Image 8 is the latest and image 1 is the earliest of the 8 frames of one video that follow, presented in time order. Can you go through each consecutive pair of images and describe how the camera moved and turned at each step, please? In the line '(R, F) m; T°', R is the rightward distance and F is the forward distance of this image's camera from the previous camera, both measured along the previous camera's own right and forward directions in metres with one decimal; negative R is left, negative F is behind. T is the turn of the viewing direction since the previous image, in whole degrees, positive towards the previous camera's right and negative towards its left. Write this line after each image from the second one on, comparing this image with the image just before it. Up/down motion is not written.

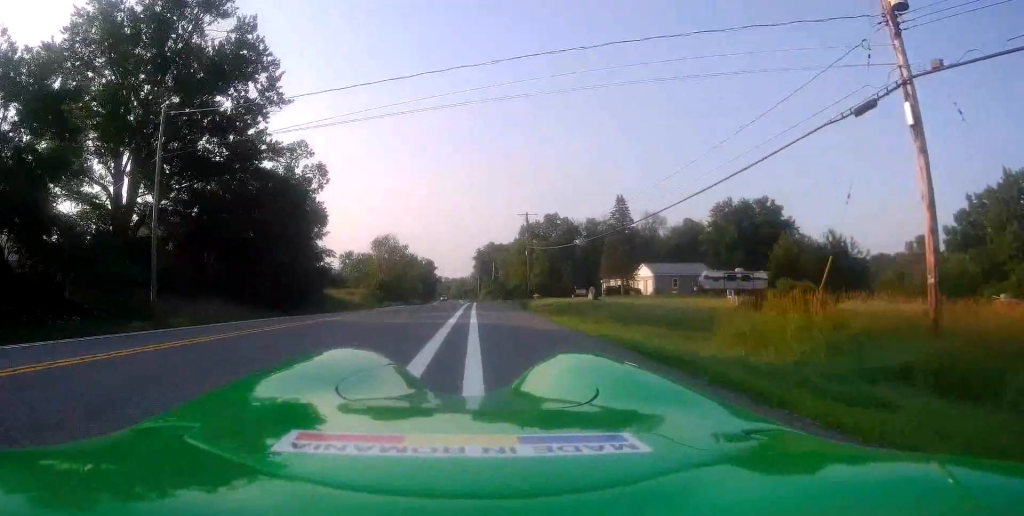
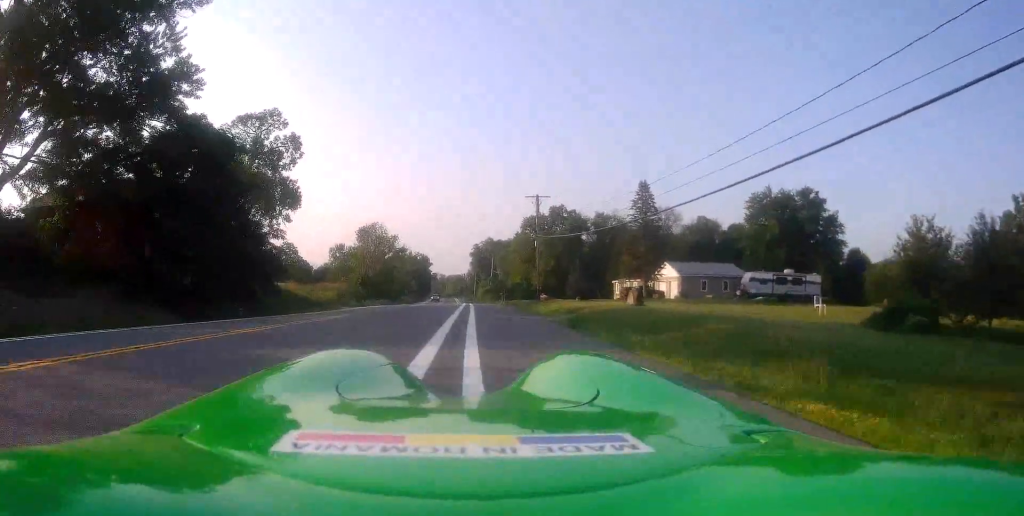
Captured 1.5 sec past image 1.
(0.0, +12.8) m; 0°
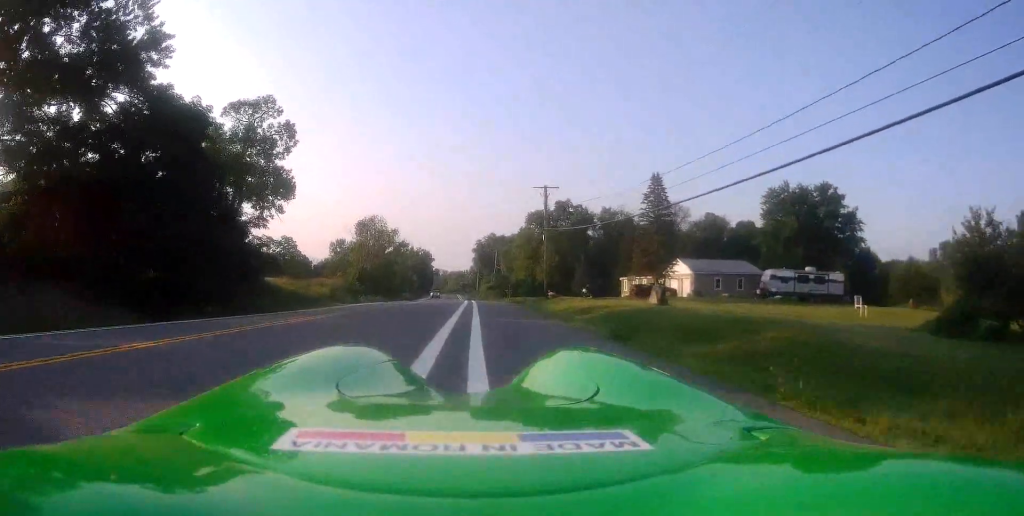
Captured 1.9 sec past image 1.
(0.0, +4.1) m; 0°
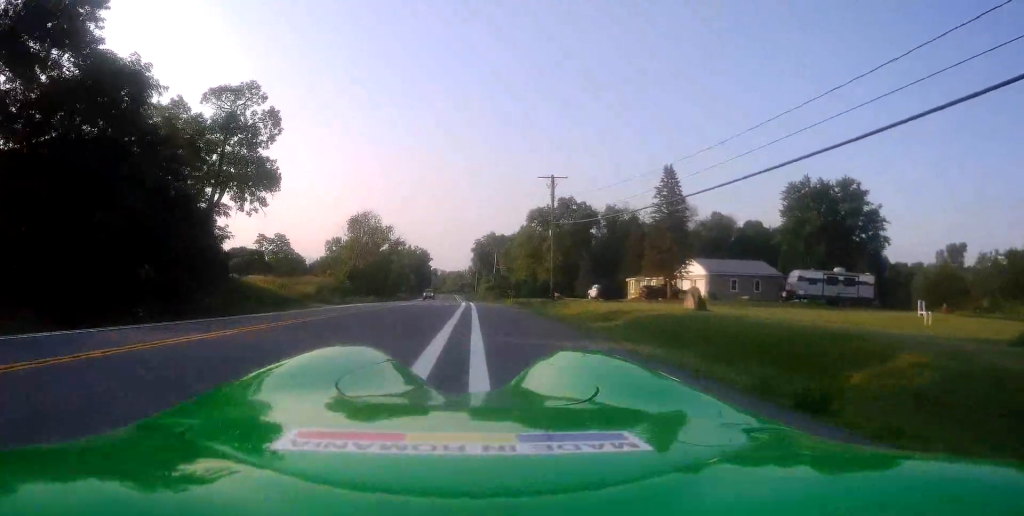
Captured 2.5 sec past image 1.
(0.0, +5.1) m; +1°
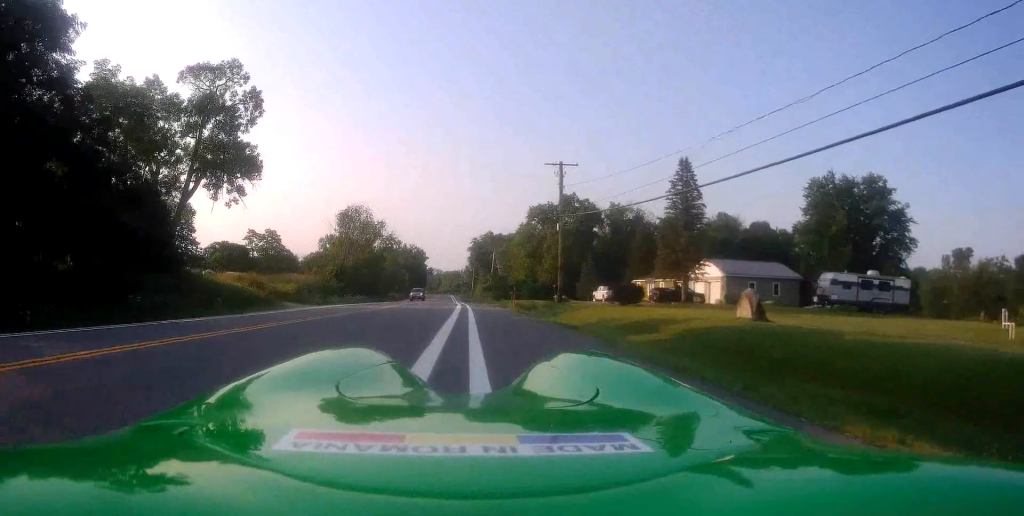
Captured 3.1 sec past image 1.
(0.0, +5.5) m; +1°
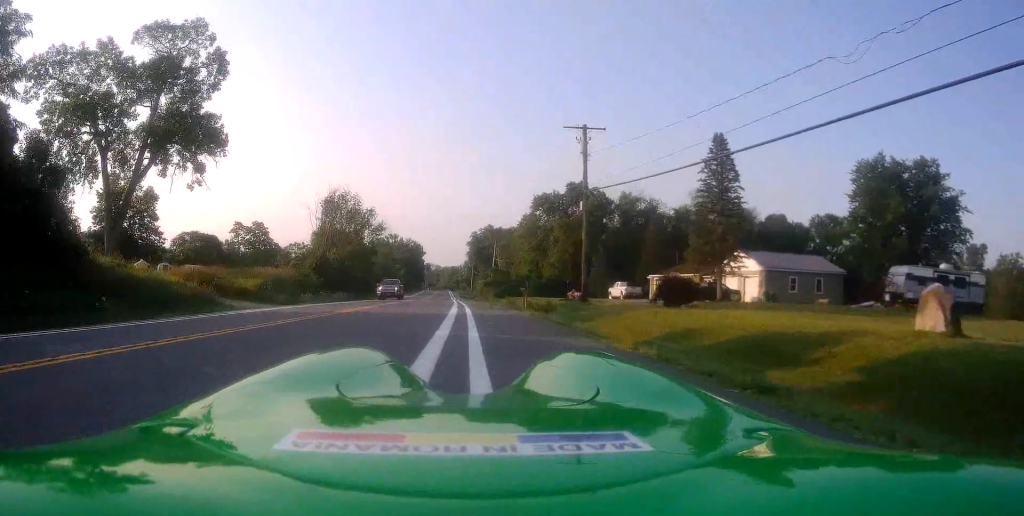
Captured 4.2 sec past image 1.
(+0.3, +9.2) m; +1°
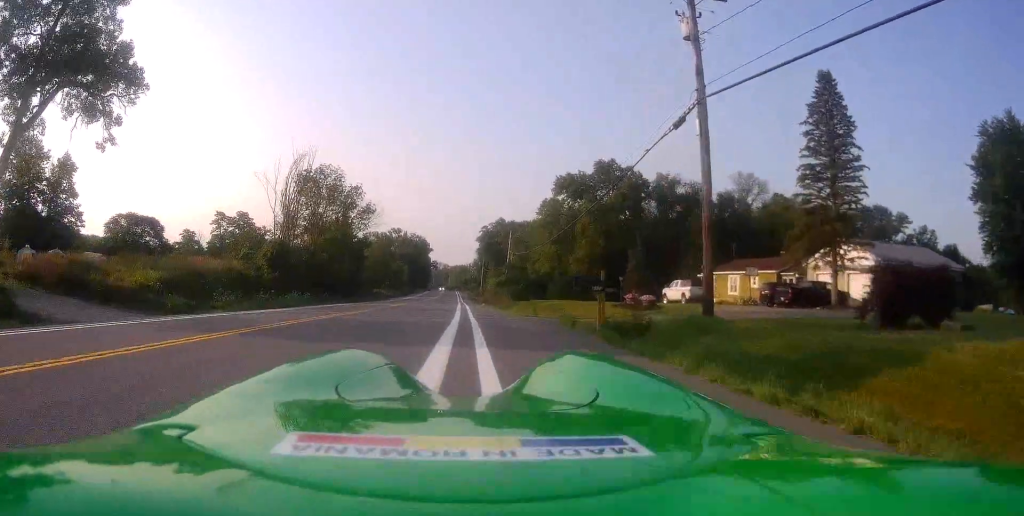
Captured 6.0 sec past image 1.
(0.0, +16.3) m; -1°
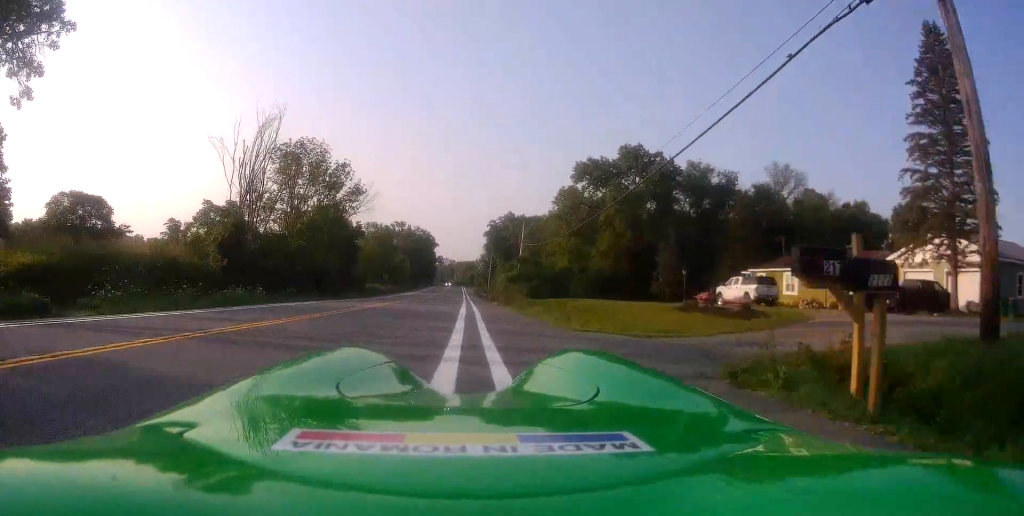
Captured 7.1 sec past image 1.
(-0.4, +10.1) m; 0°
